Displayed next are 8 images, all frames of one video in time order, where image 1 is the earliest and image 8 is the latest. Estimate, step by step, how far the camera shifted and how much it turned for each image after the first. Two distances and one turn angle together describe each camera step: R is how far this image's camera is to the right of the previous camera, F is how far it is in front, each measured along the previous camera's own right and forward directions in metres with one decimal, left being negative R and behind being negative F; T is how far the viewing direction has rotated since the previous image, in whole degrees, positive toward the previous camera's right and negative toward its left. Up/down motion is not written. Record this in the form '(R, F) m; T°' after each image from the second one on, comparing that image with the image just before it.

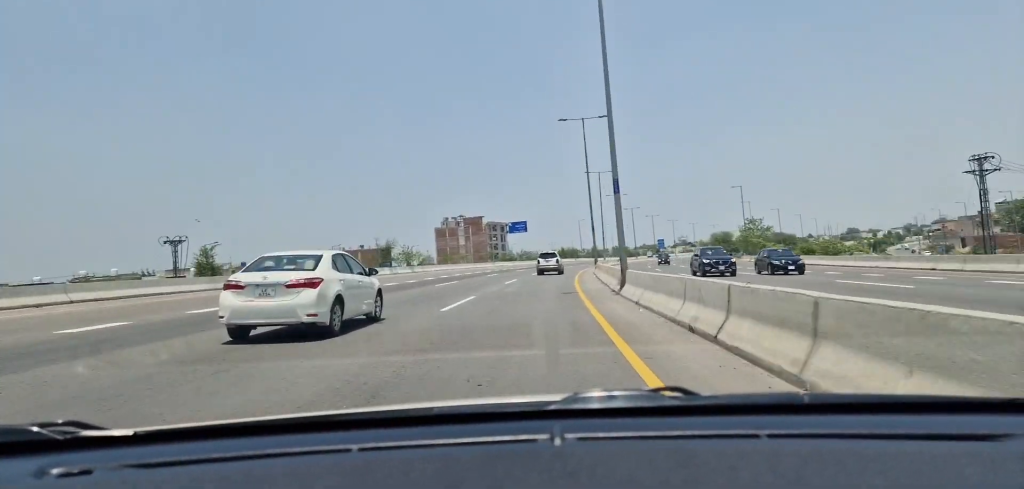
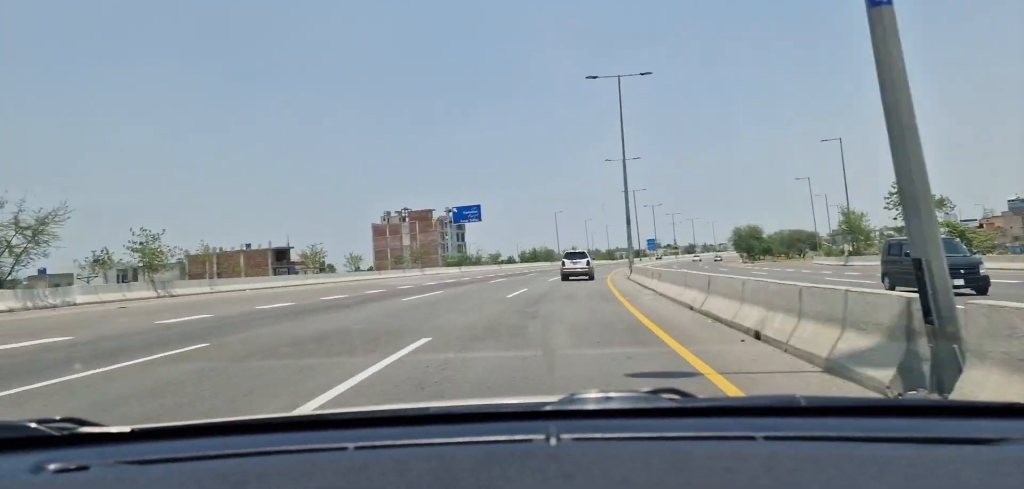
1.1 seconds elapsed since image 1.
(+1.3, +48.1) m; +3°
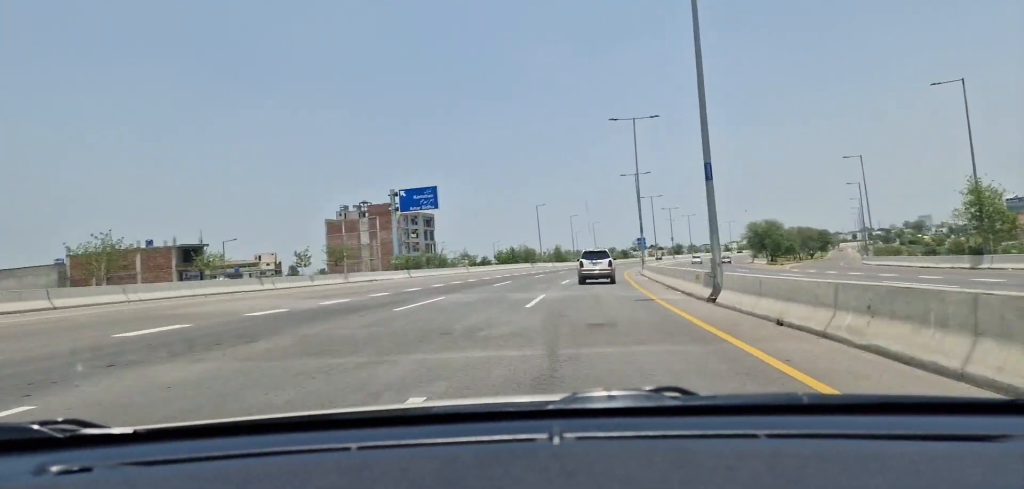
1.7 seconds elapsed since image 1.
(+0.5, +22.6) m; +2°
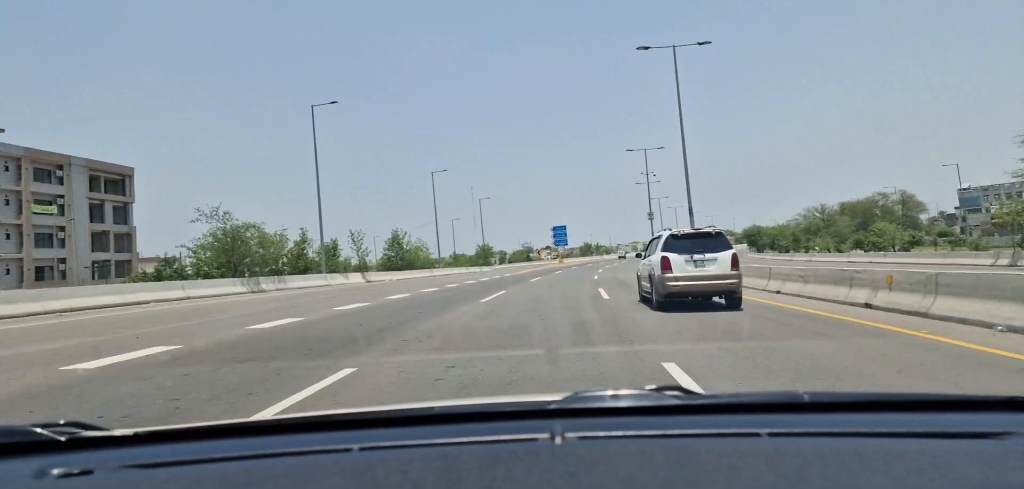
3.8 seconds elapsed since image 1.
(+6.9, +88.9) m; +9°
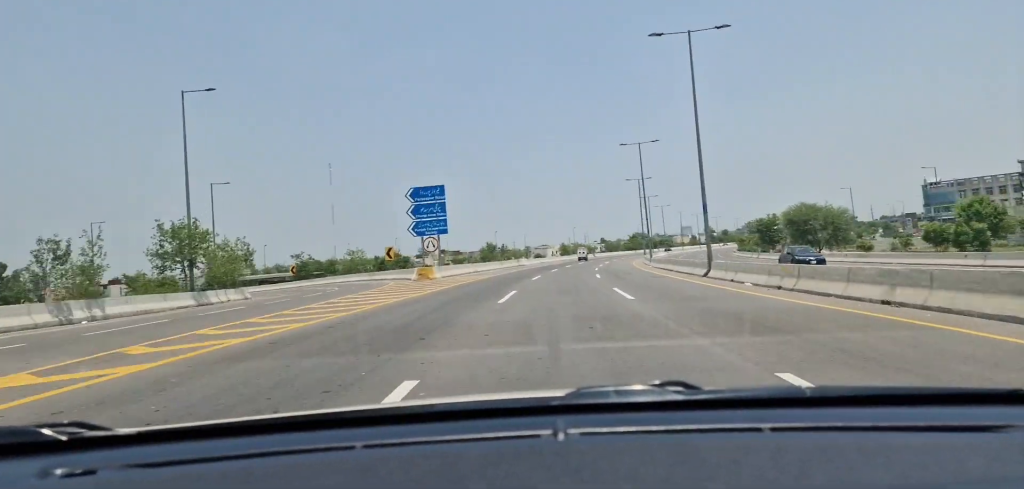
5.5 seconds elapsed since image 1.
(+4.3, +72.6) m; +8°
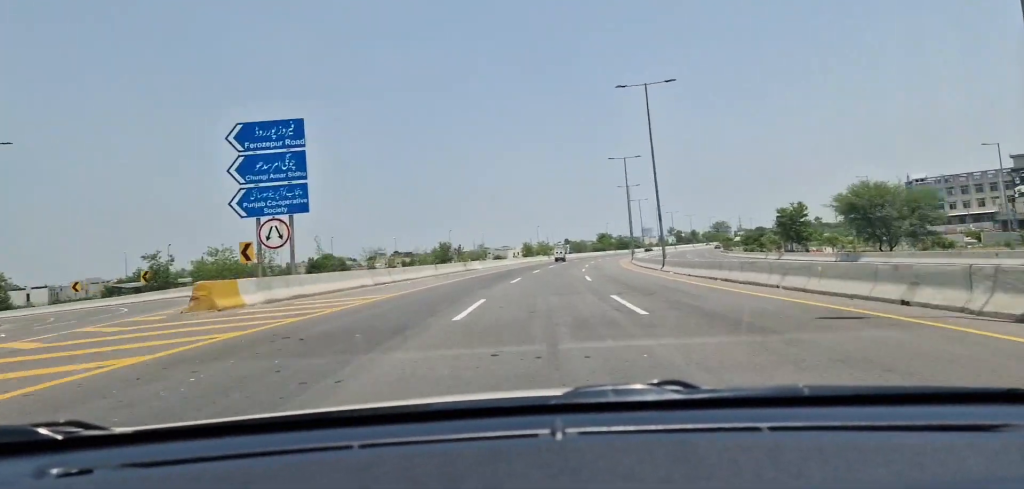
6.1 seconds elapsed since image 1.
(+0.5, +23.1) m; +4°
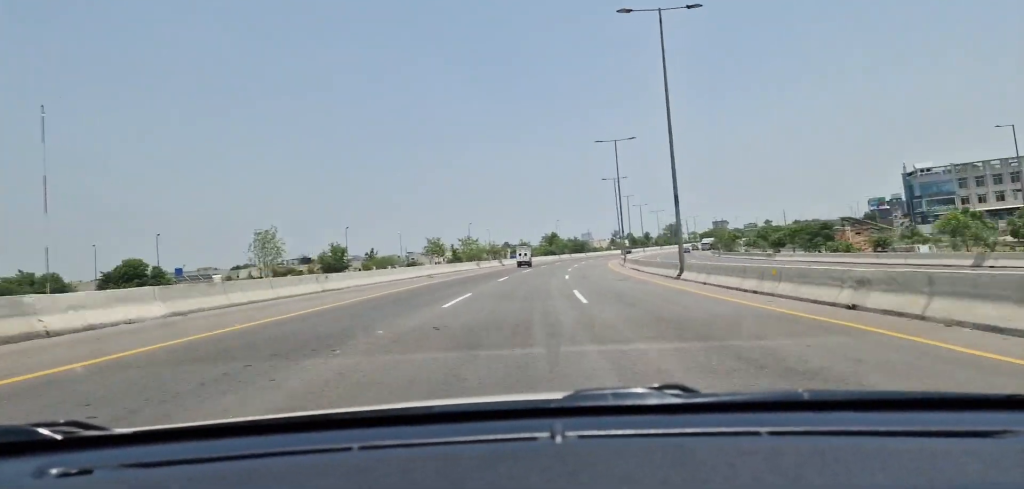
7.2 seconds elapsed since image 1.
(+2.9, +49.5) m; +5°
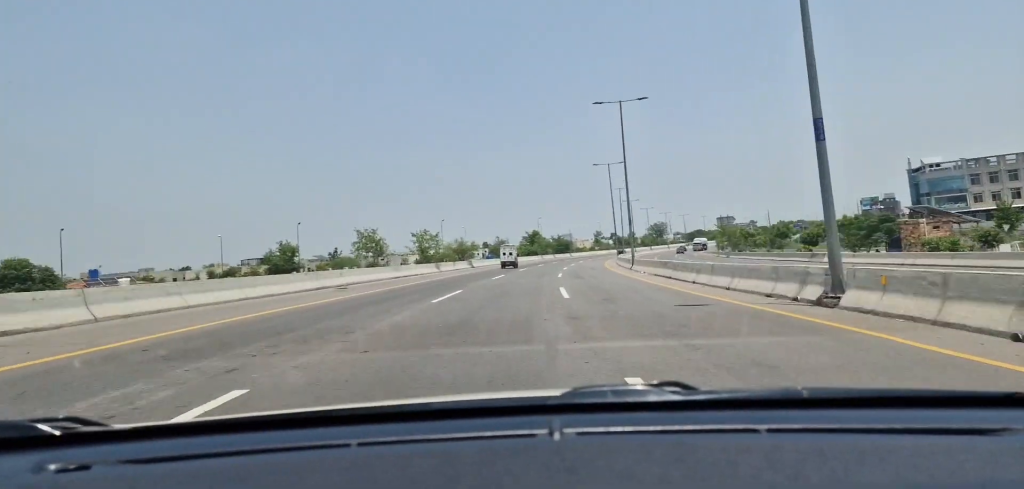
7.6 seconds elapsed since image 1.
(+0.4, +17.1) m; +1°
